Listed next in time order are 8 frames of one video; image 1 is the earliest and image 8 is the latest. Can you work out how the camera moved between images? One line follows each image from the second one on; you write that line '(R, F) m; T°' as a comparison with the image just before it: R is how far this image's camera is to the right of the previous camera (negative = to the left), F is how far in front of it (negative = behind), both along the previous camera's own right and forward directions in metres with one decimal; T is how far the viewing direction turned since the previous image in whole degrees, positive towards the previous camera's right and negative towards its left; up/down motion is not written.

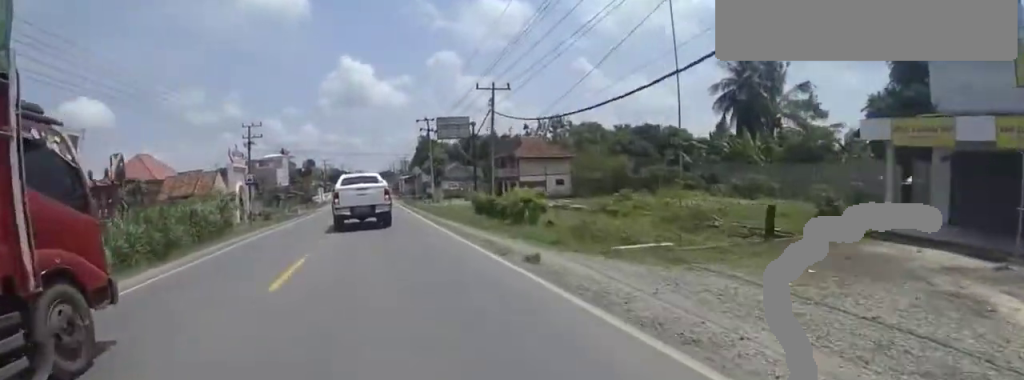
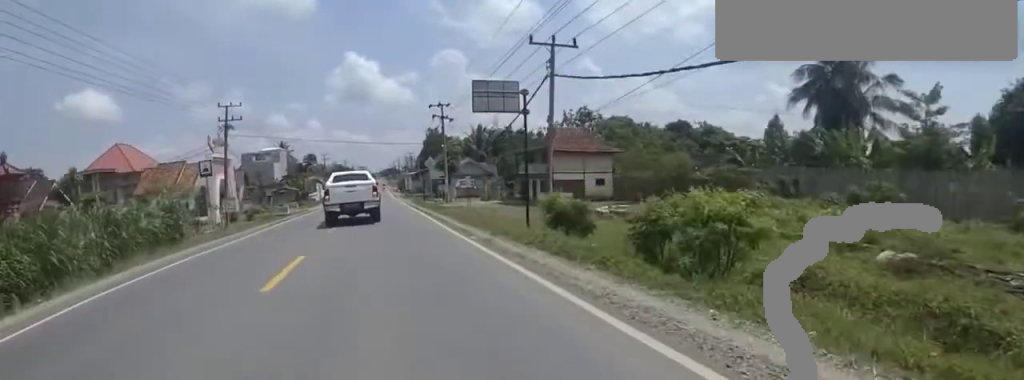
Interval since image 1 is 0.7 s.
(+0.1, +9.6) m; 0°
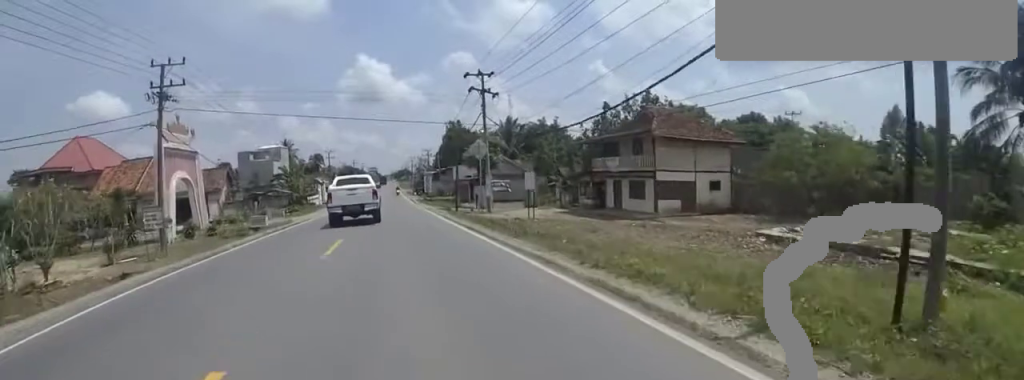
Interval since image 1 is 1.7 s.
(-0.2, +15.2) m; -1°
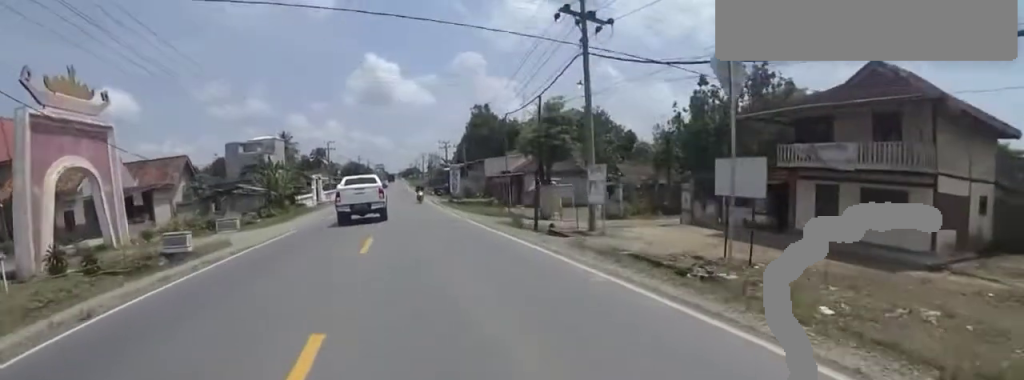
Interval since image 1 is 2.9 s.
(0.0, +16.2) m; -1°
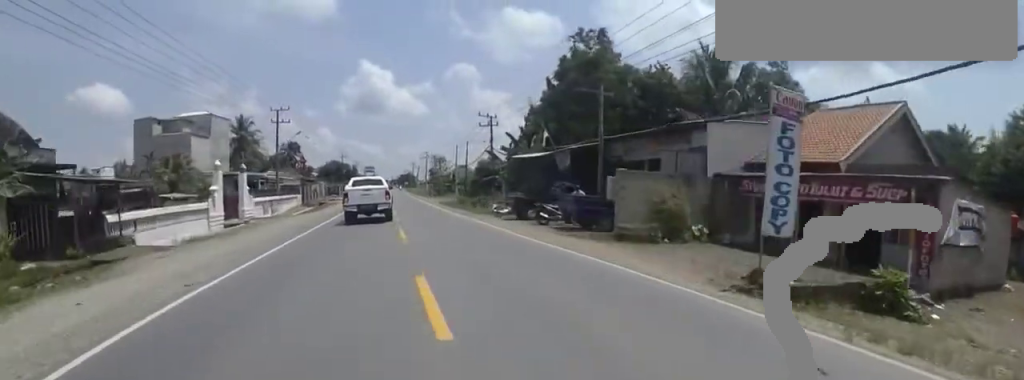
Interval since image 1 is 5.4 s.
(-0.5, +37.1) m; +1°
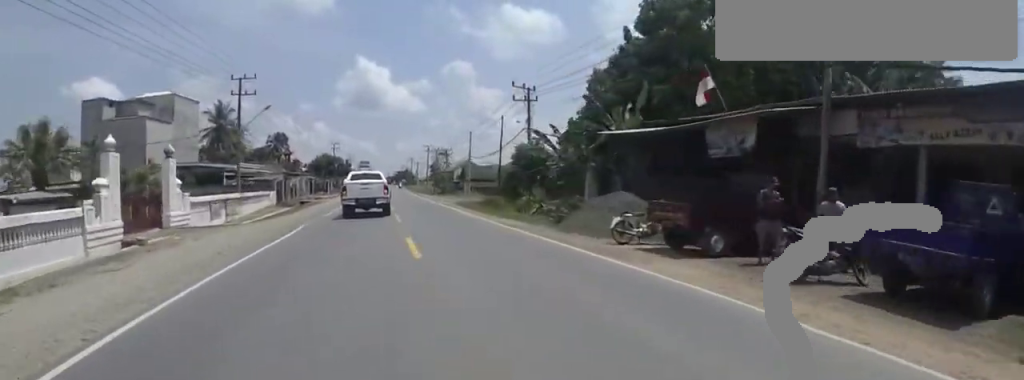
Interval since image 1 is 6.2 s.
(+0.1, +11.7) m; -1°
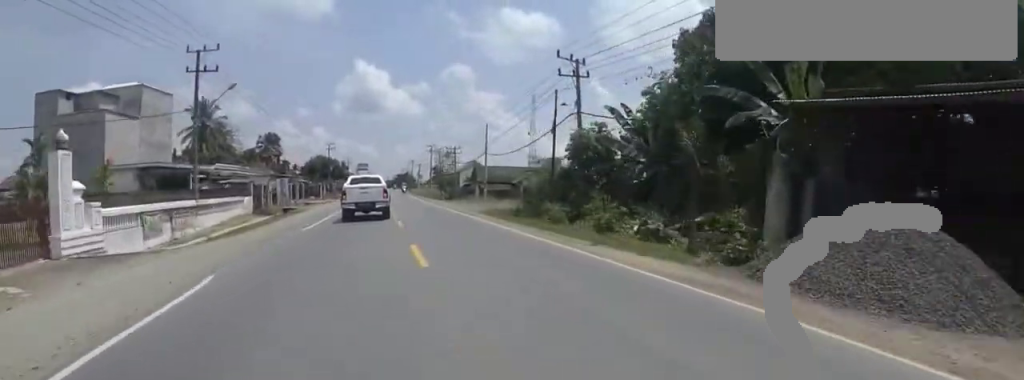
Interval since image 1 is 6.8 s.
(-0.1, +8.3) m; 0°
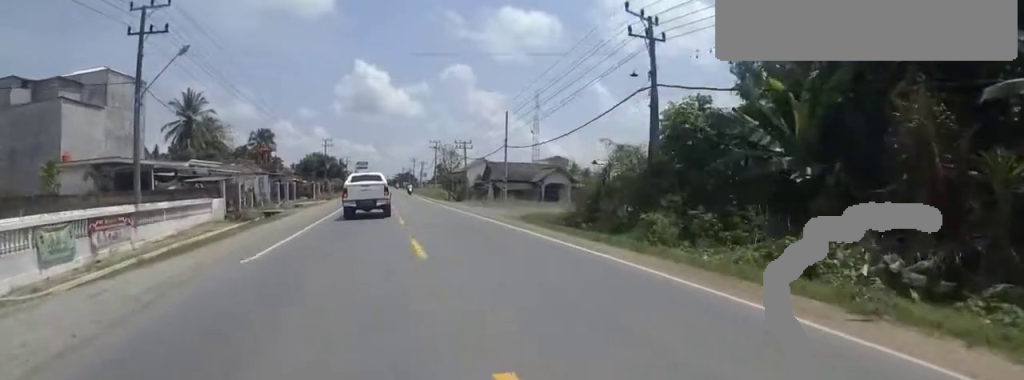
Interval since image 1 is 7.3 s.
(-0.4, +7.0) m; +1°
